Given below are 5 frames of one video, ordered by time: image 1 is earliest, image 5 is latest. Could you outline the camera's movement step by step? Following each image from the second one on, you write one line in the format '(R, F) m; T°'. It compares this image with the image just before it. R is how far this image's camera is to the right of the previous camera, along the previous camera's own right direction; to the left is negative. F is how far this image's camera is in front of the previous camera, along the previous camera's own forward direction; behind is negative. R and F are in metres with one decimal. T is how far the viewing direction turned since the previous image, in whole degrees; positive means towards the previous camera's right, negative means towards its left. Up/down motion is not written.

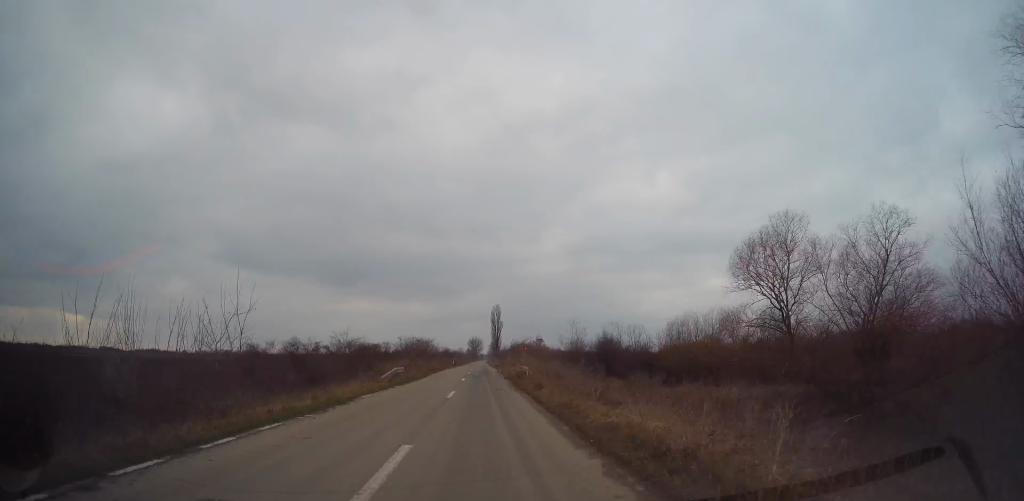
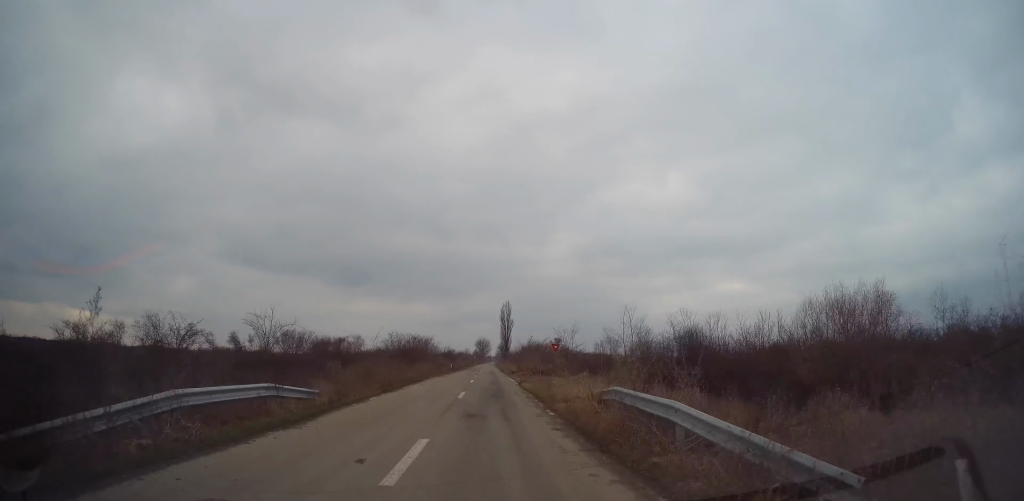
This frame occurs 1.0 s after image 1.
(-0.4, +22.9) m; -1°
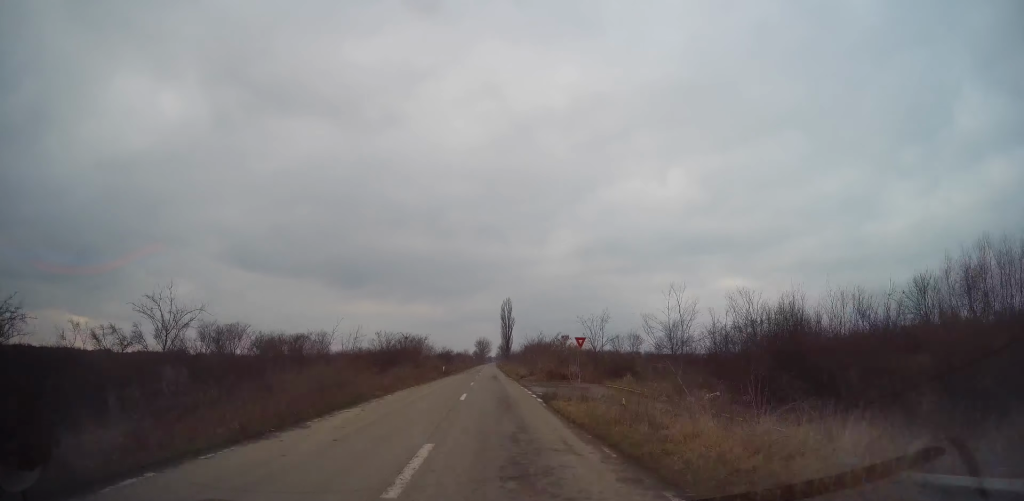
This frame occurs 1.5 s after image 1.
(0.0, +12.3) m; -1°
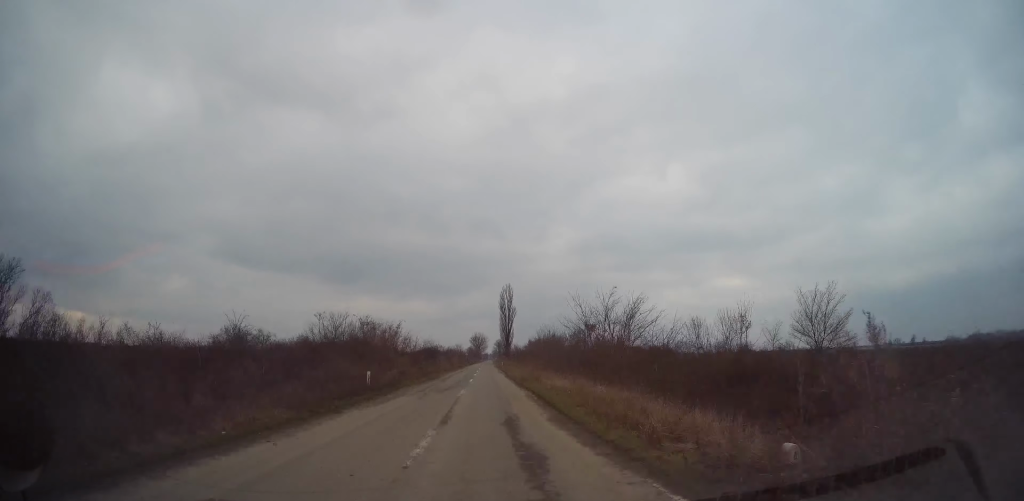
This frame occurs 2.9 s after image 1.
(-0.3, +32.7) m; +1°
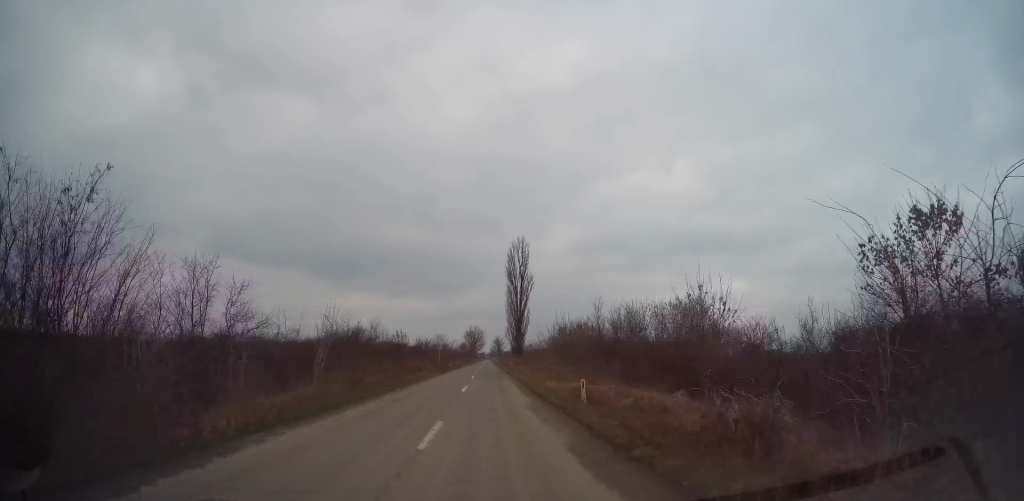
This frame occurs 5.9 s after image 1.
(+1.0, +69.5) m; 0°
